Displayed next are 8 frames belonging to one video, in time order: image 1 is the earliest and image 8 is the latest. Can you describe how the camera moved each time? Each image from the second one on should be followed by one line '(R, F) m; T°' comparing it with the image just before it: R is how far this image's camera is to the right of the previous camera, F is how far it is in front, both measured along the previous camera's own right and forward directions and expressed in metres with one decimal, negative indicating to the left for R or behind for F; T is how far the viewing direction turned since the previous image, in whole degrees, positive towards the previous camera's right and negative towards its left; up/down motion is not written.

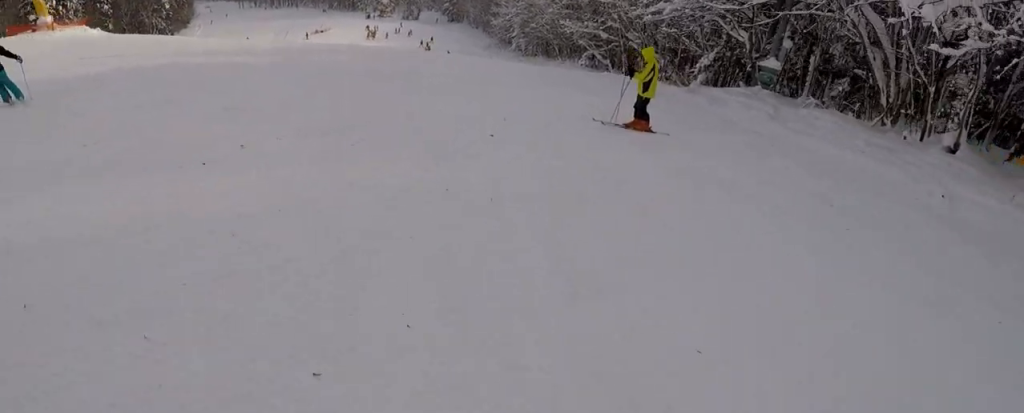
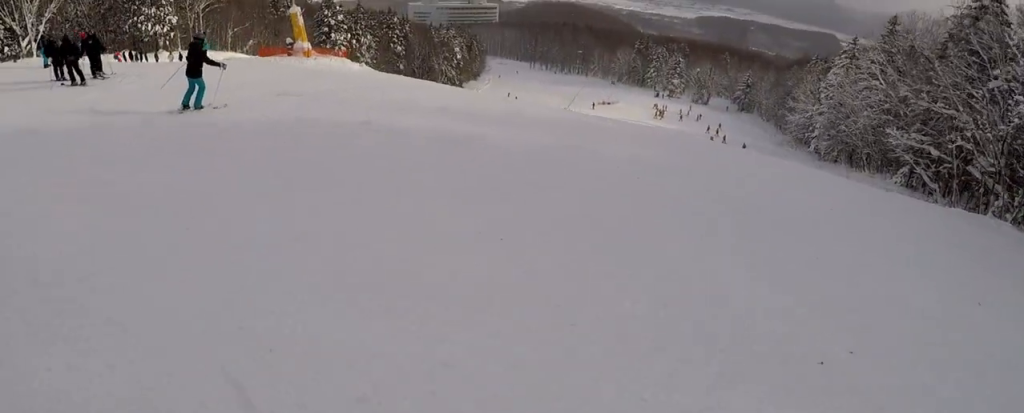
(-1.0, +6.5) m; -8°
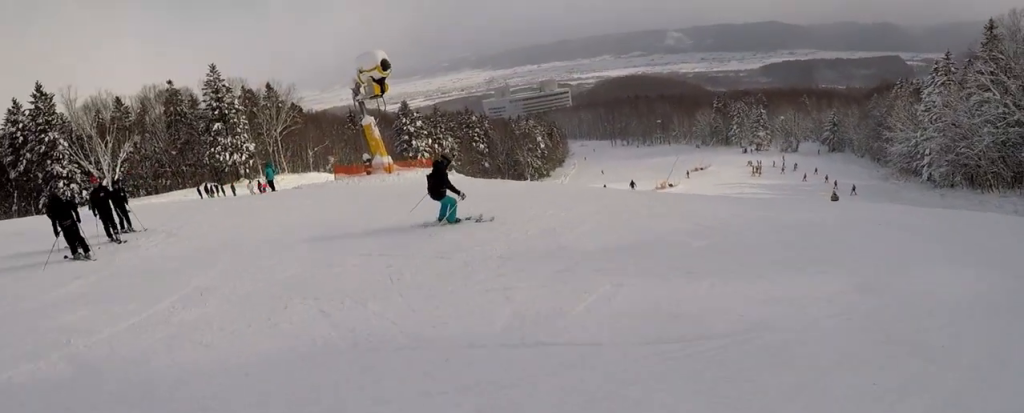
(0.0, +5.2) m; +8°
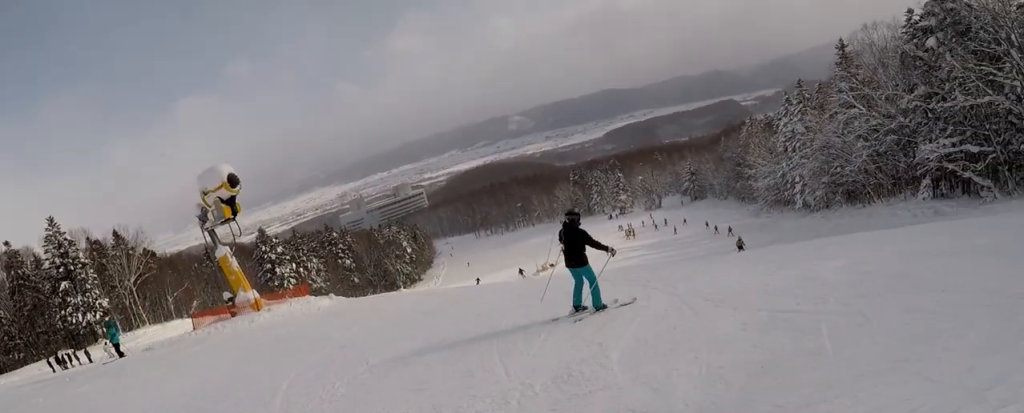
(+0.6, +4.1) m; +15°
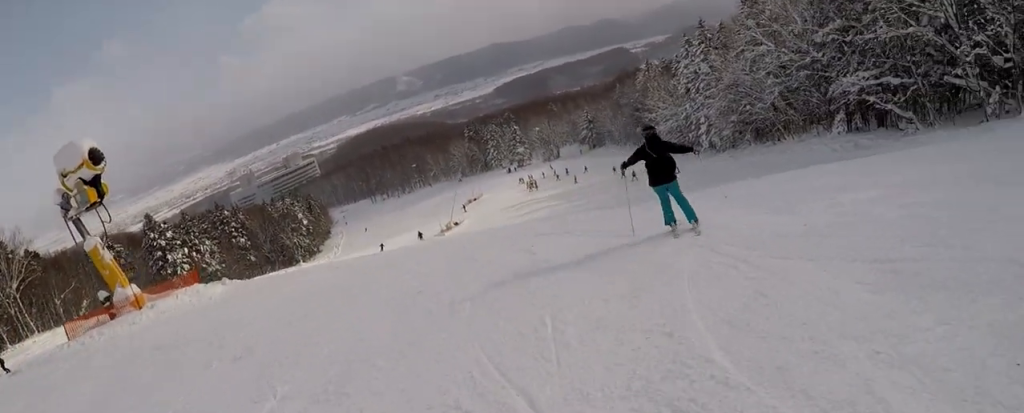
(+0.1, +2.4) m; +12°
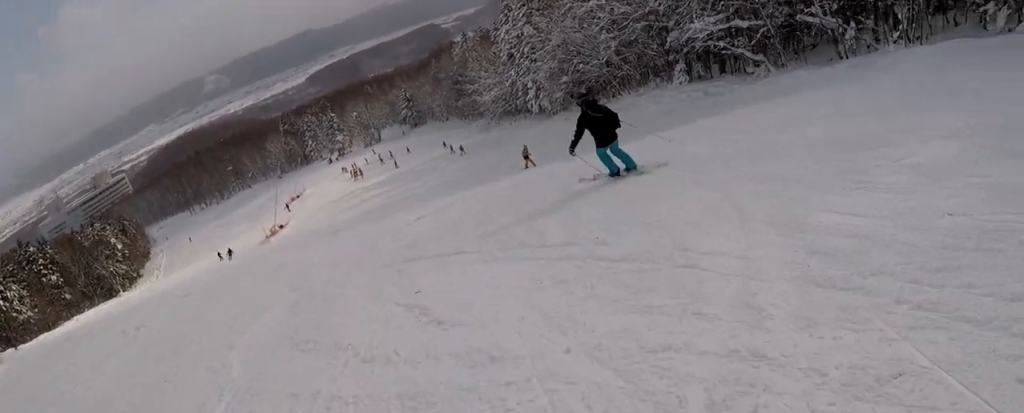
(+0.5, +3.9) m; +16°
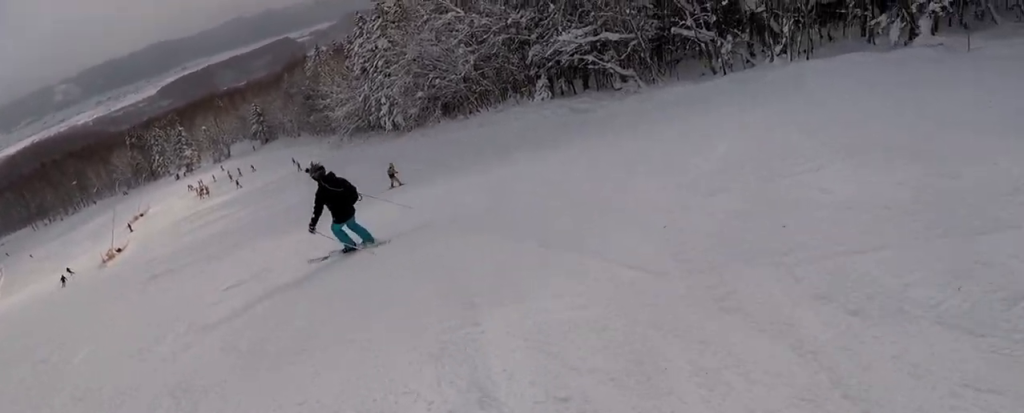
(+1.2, +3.7) m; +8°
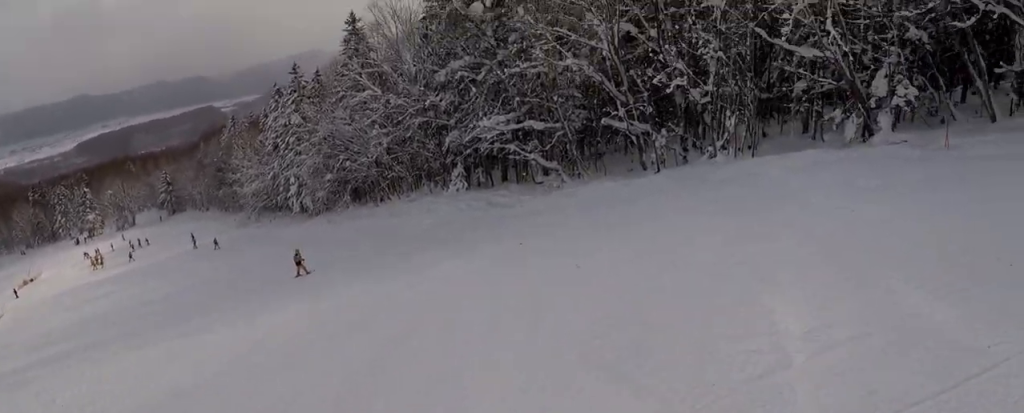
(-0.5, +4.3) m; -7°
